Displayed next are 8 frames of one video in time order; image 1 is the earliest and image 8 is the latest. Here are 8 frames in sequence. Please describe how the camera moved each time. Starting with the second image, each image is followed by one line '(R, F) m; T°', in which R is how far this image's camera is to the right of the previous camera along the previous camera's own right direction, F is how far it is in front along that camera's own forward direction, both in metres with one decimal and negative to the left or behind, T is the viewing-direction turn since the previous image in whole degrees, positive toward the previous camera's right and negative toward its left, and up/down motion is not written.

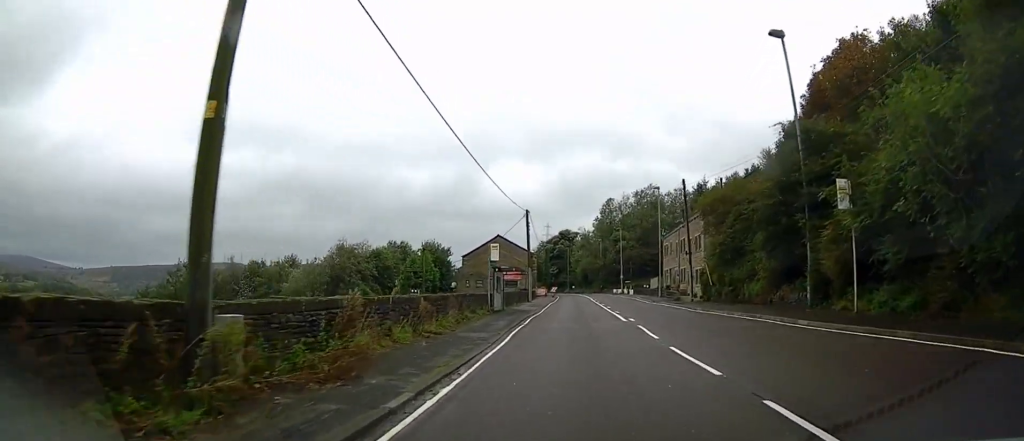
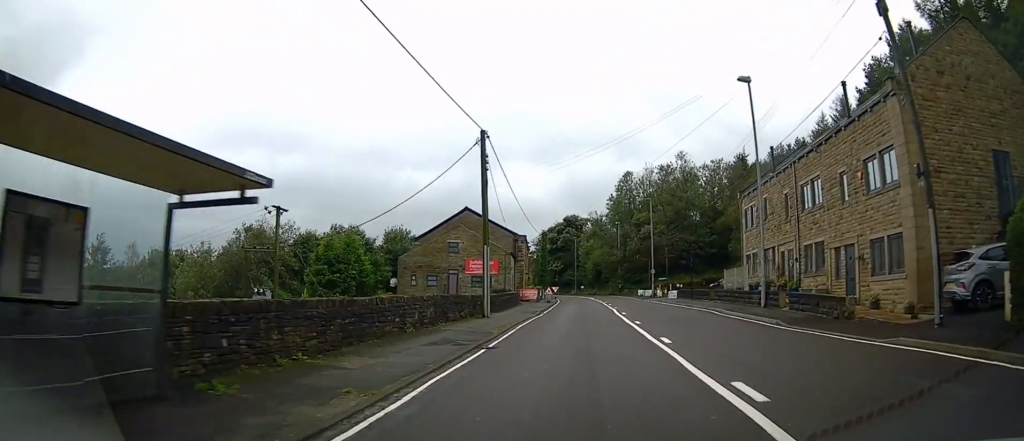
(0.0, +28.1) m; 0°
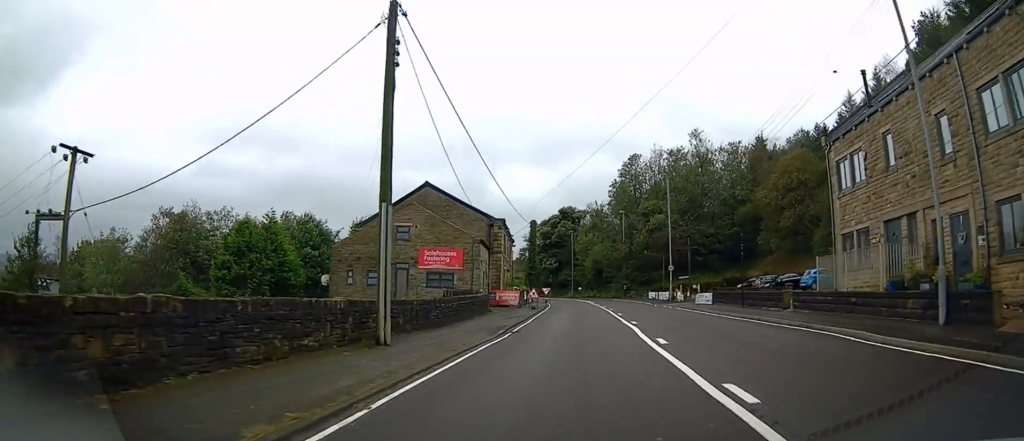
(-0.1, +13.5) m; 0°
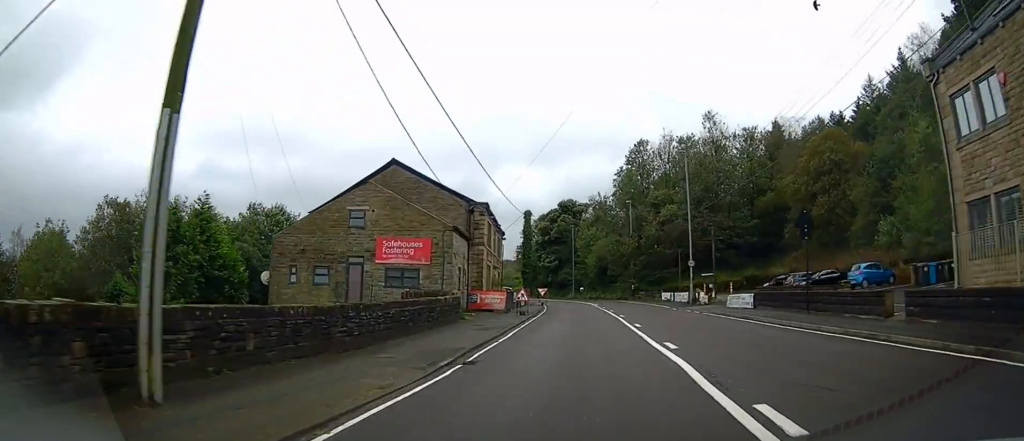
(0.0, +7.4) m; 0°
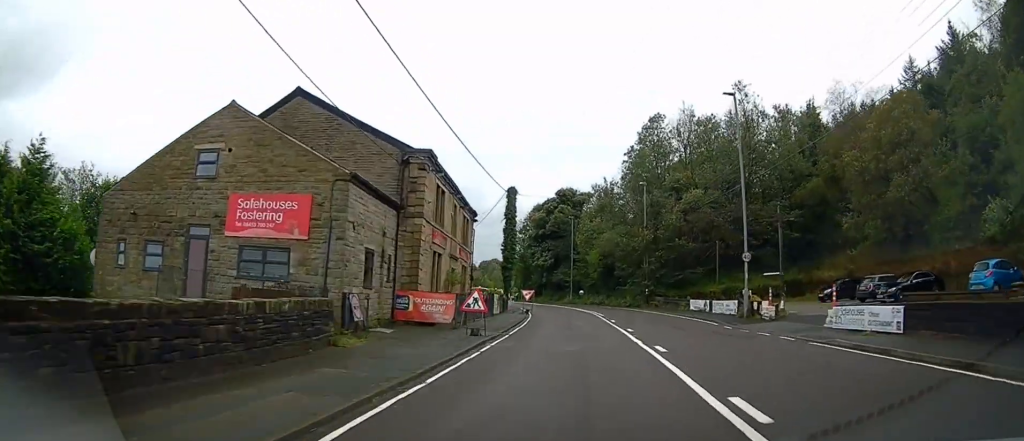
(-0.1, +12.4) m; -1°
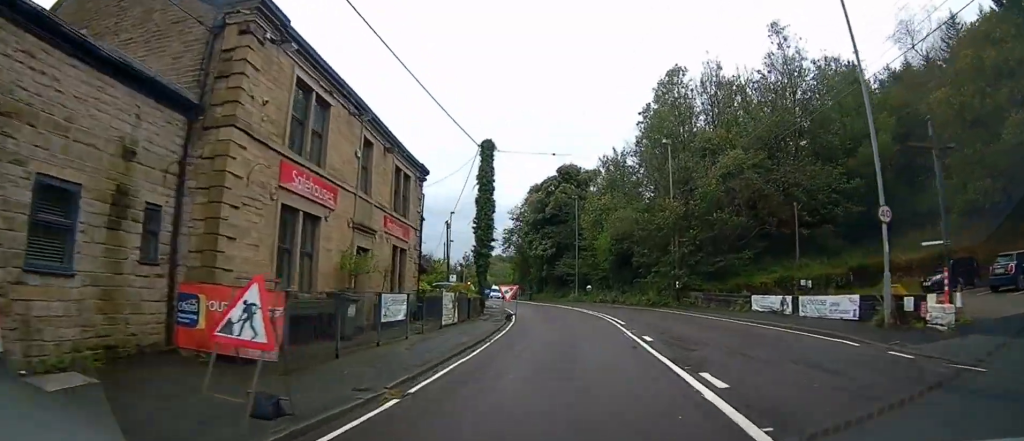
(-0.1, +11.5) m; -1°
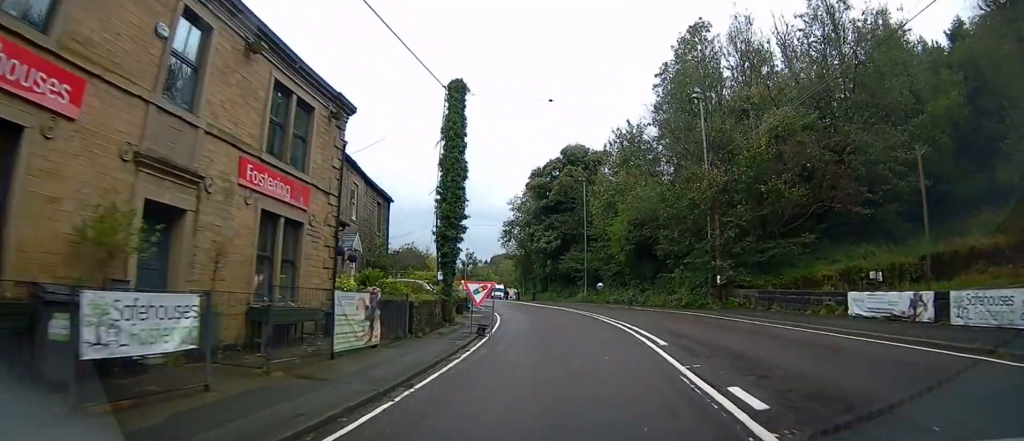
(-0.1, +8.2) m; -1°
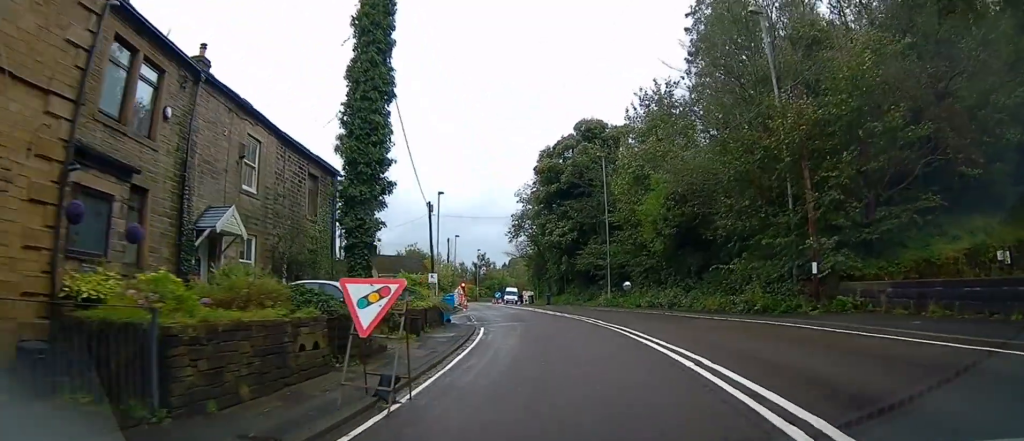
(0.0, +8.9) m; -2°
